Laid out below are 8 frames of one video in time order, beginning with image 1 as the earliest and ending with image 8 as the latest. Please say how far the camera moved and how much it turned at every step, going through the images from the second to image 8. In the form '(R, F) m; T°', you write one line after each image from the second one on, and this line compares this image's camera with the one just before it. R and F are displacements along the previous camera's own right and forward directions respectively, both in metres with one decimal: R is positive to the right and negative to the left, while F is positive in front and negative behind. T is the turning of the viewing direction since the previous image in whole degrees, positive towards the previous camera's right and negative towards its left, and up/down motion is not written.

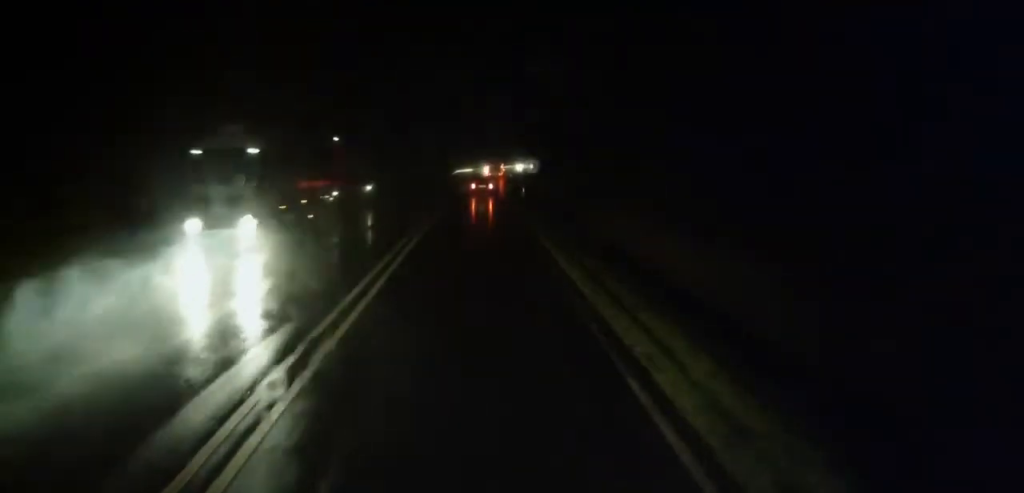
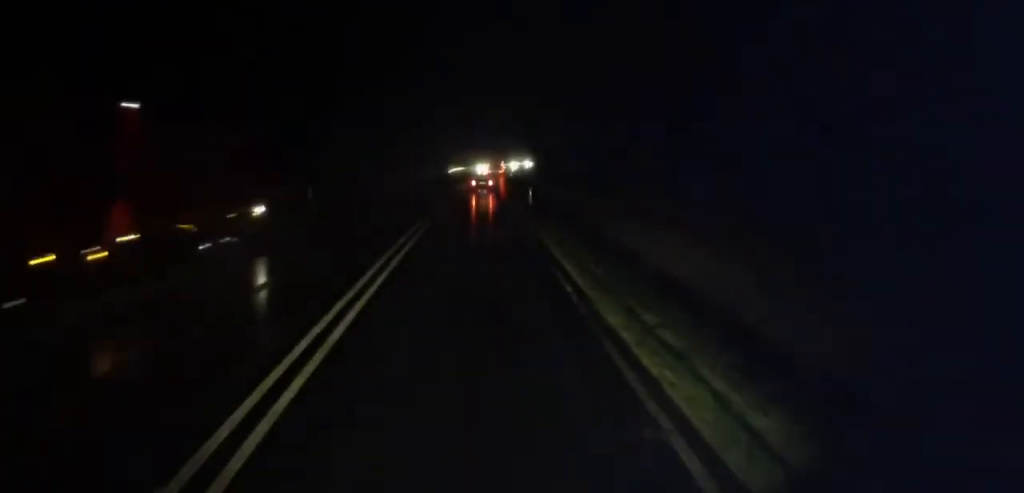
(0.0, +7.7) m; +1°
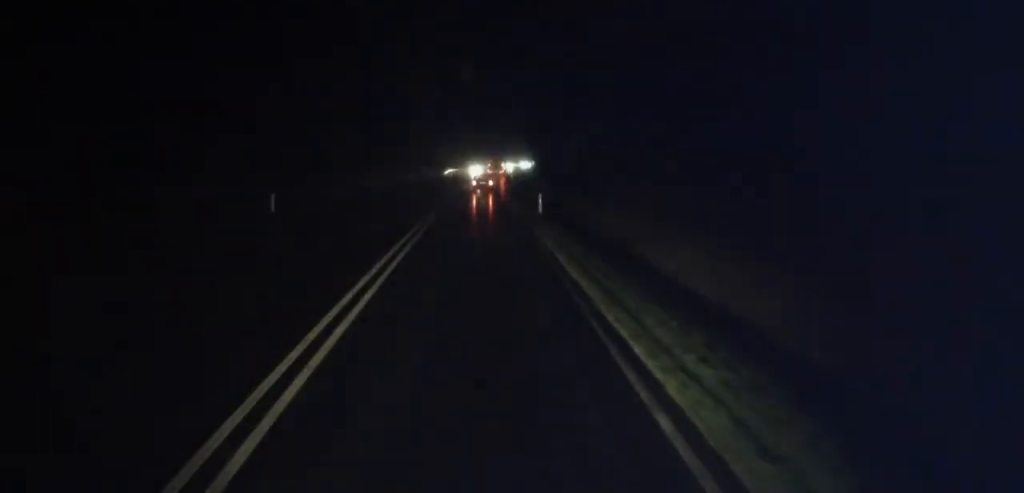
(+0.1, +6.8) m; 0°
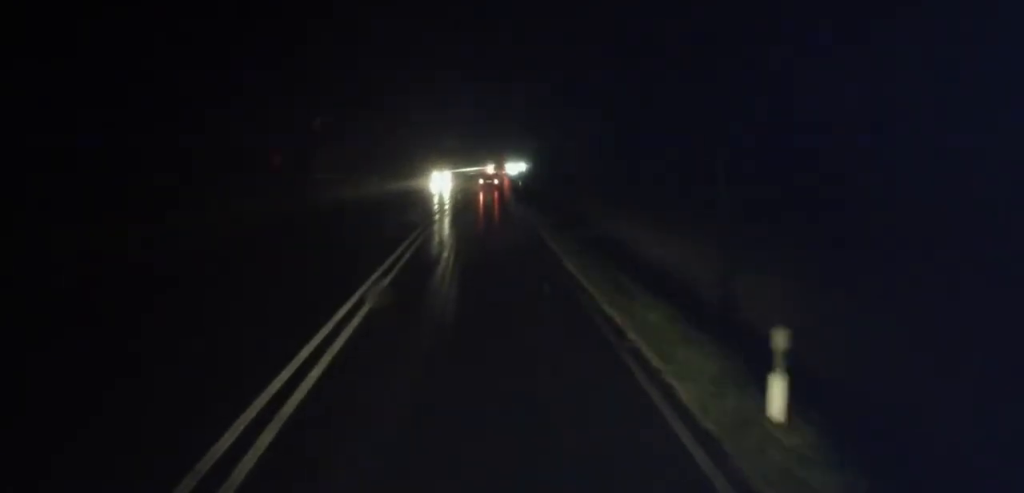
(-0.3, +25.4) m; -1°
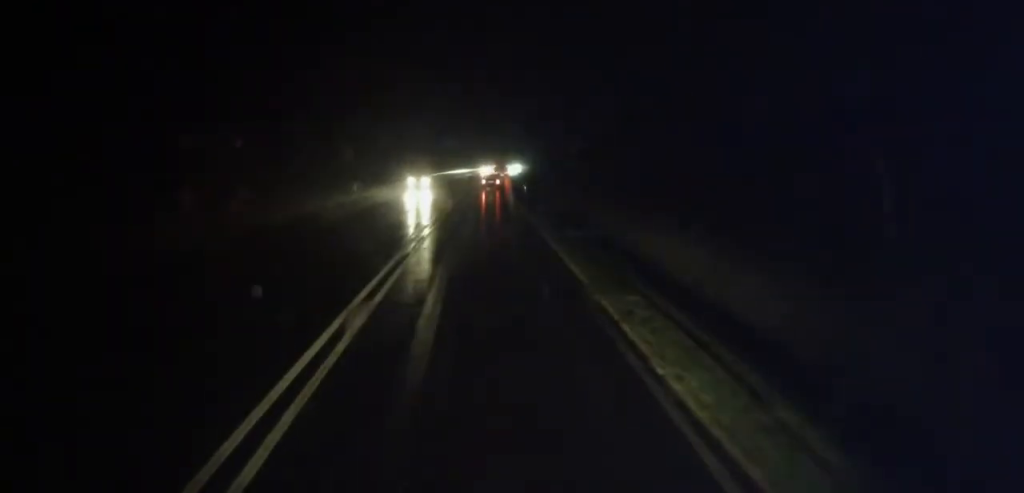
(-0.1, +8.1) m; +2°
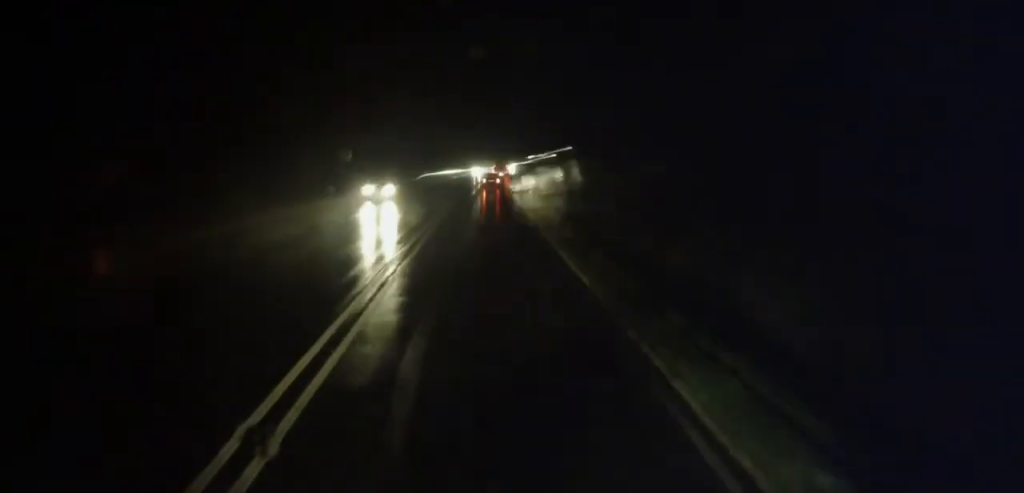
(+0.2, +7.6) m; +2°
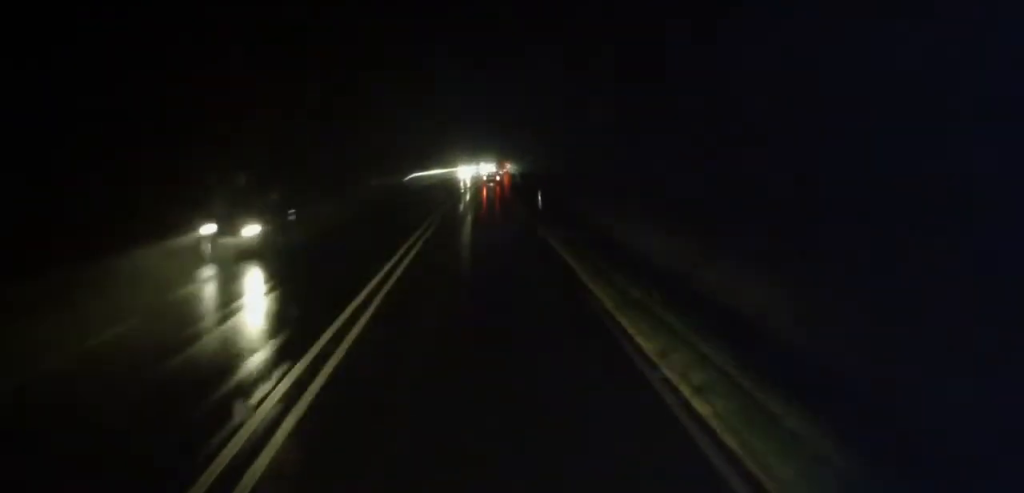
(+0.3, +9.0) m; +2°
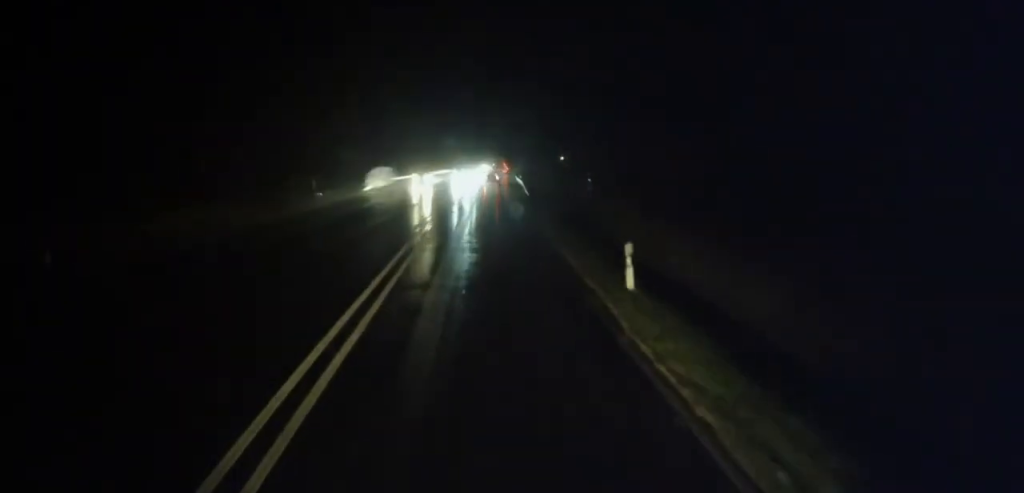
(+0.2, +21.2) m; 0°
